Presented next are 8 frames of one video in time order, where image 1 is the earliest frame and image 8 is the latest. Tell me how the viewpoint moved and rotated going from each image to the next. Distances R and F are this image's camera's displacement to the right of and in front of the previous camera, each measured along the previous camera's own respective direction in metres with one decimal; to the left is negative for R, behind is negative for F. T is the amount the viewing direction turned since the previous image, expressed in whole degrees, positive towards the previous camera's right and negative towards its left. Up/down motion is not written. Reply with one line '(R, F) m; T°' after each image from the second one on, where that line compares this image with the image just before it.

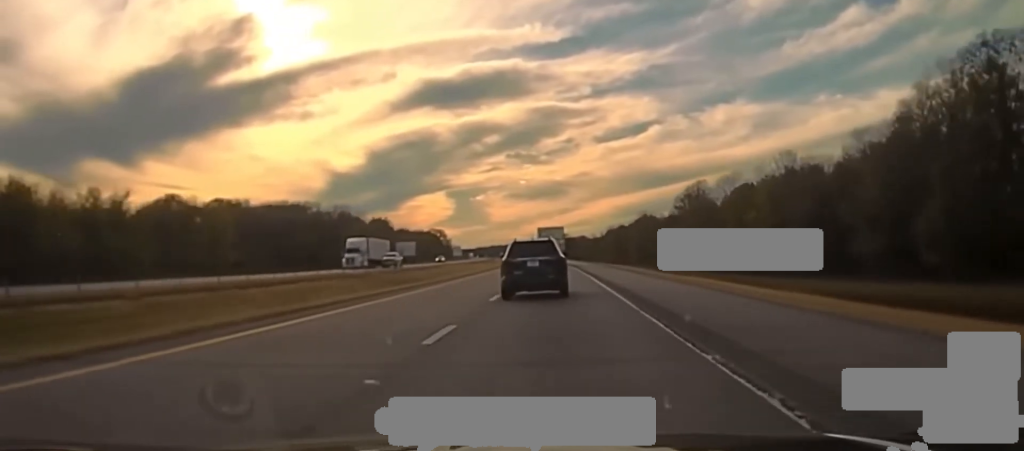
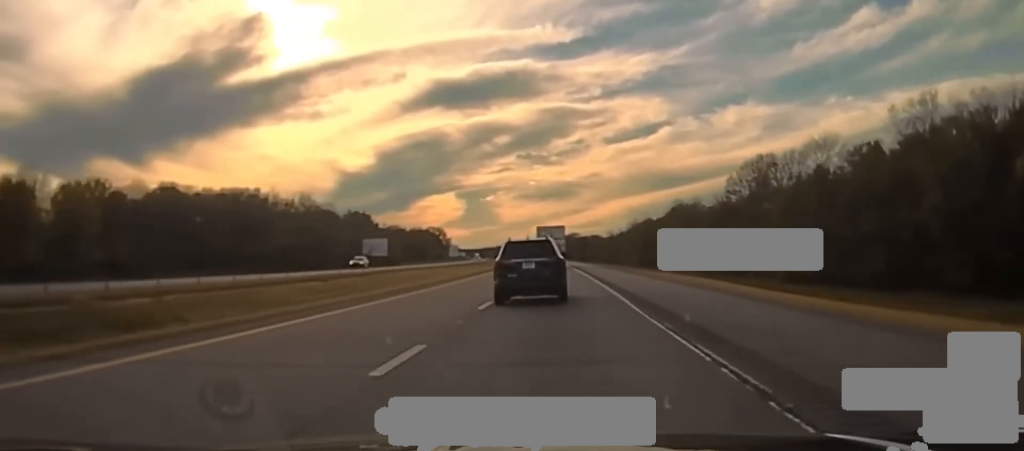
(-0.3, +57.2) m; -1°
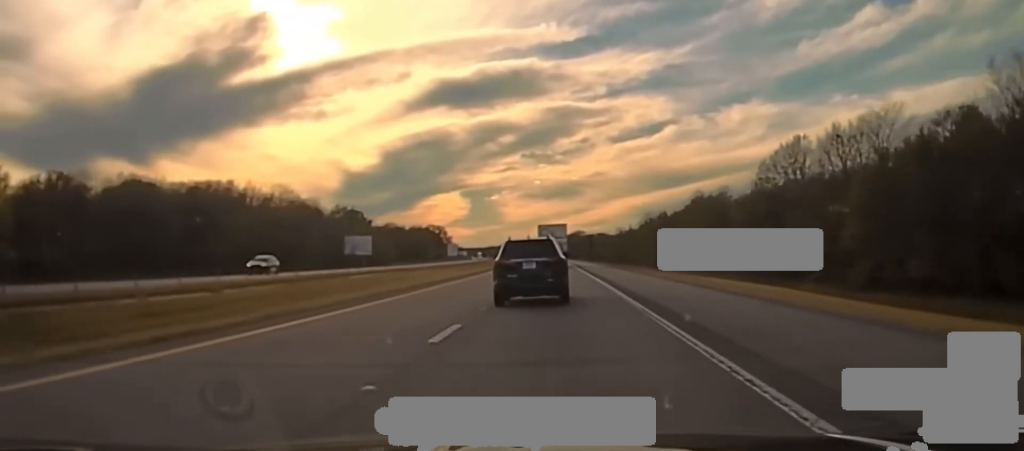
(0.0, +22.3) m; 0°
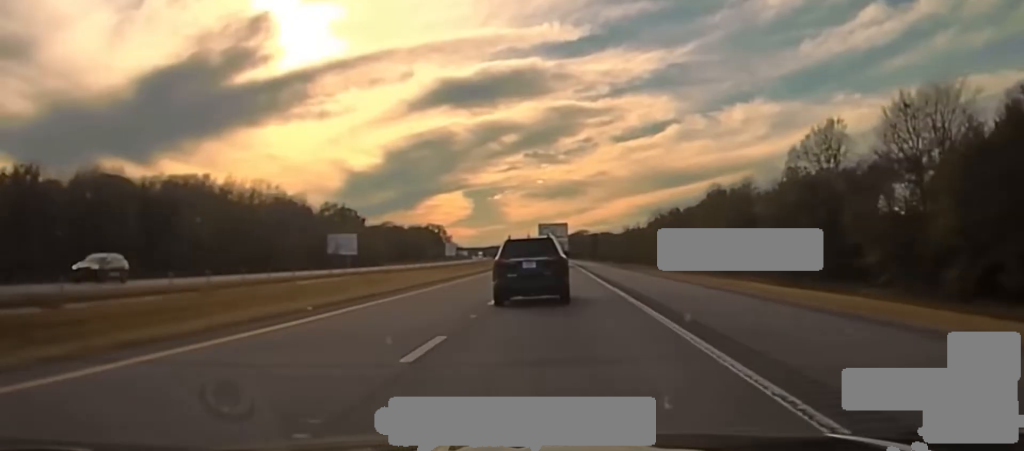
(0.0, +16.7) m; 0°
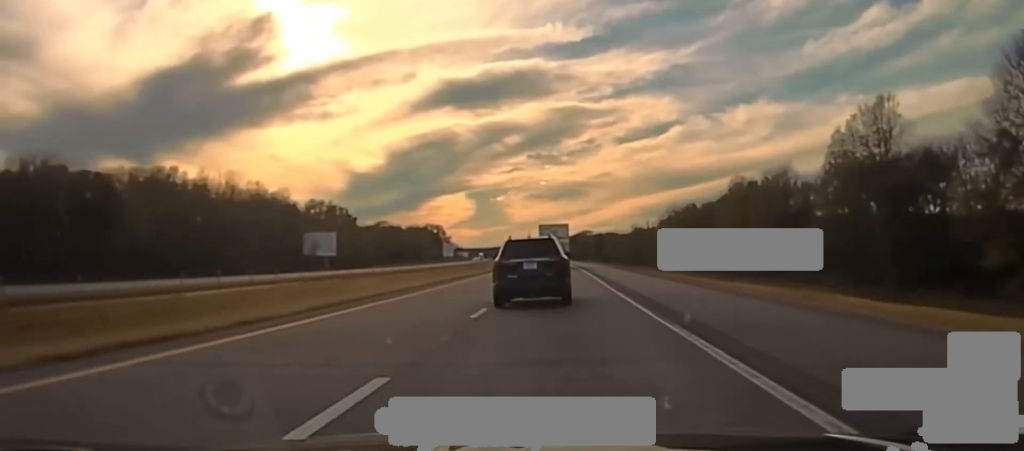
(0.0, +17.0) m; 0°
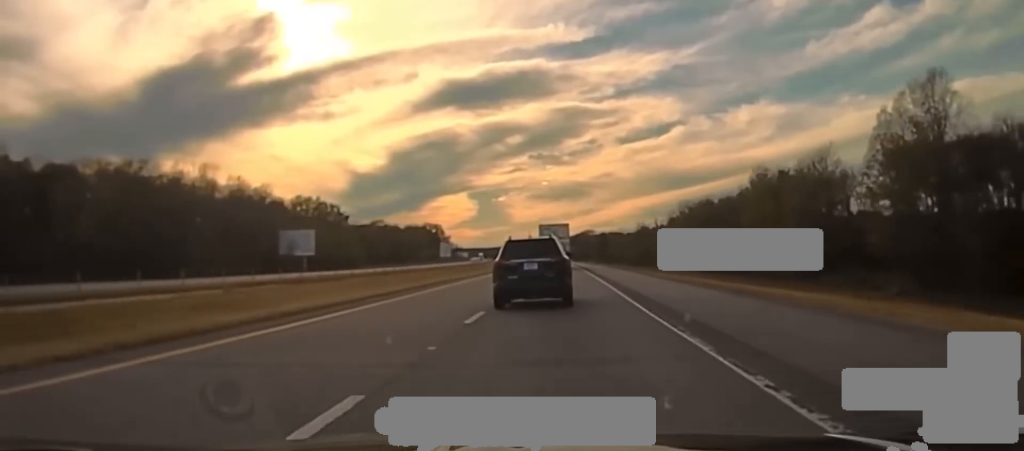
(0.0, +13.6) m; 0°
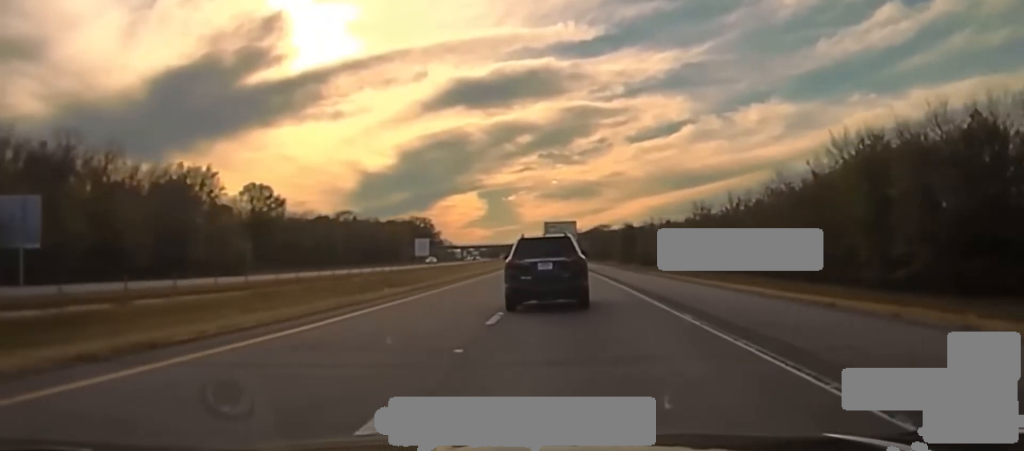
(-0.7, +65.1) m; -1°
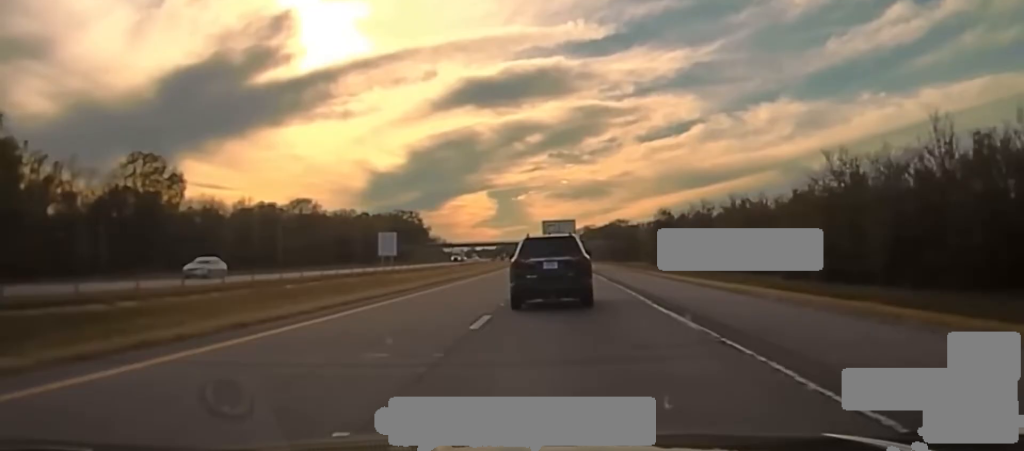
(-0.8, +59.7) m; -1°
